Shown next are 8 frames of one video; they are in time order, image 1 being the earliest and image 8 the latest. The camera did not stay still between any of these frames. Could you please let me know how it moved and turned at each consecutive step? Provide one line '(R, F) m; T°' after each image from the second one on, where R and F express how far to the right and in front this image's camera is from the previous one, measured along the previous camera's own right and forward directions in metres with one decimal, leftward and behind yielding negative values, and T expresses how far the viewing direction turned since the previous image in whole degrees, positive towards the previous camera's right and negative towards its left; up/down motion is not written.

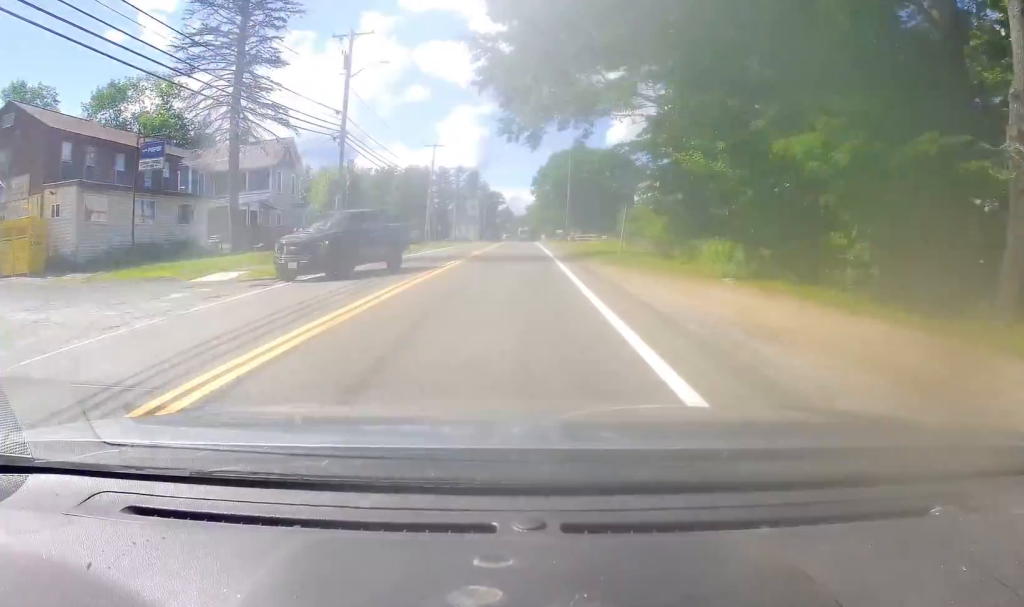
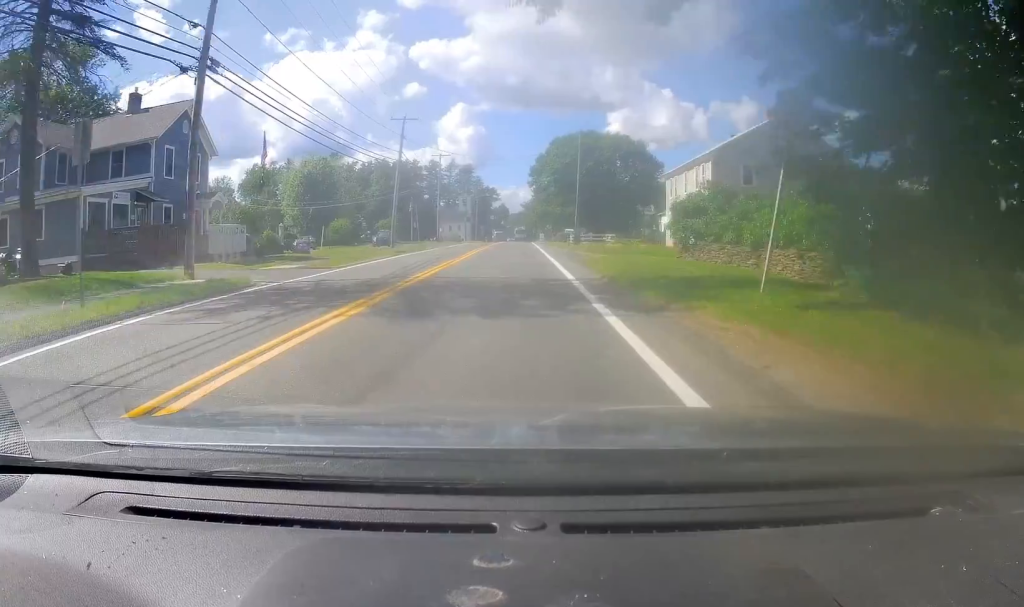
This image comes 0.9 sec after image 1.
(+0.1, +16.9) m; +1°
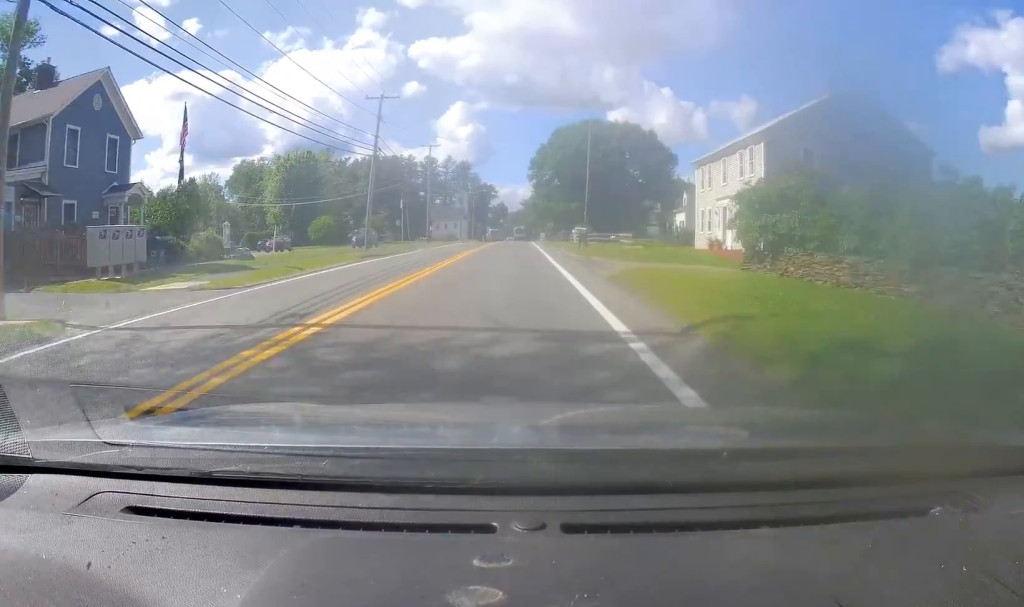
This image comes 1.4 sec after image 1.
(+0.2, +9.0) m; +1°
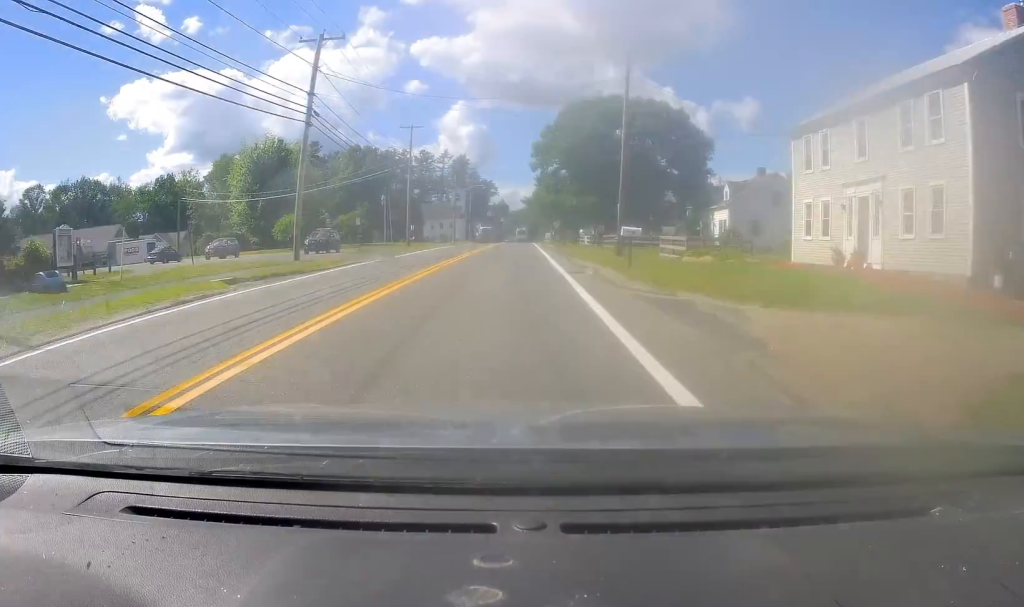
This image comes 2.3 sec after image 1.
(-0.2, +15.6) m; -2°
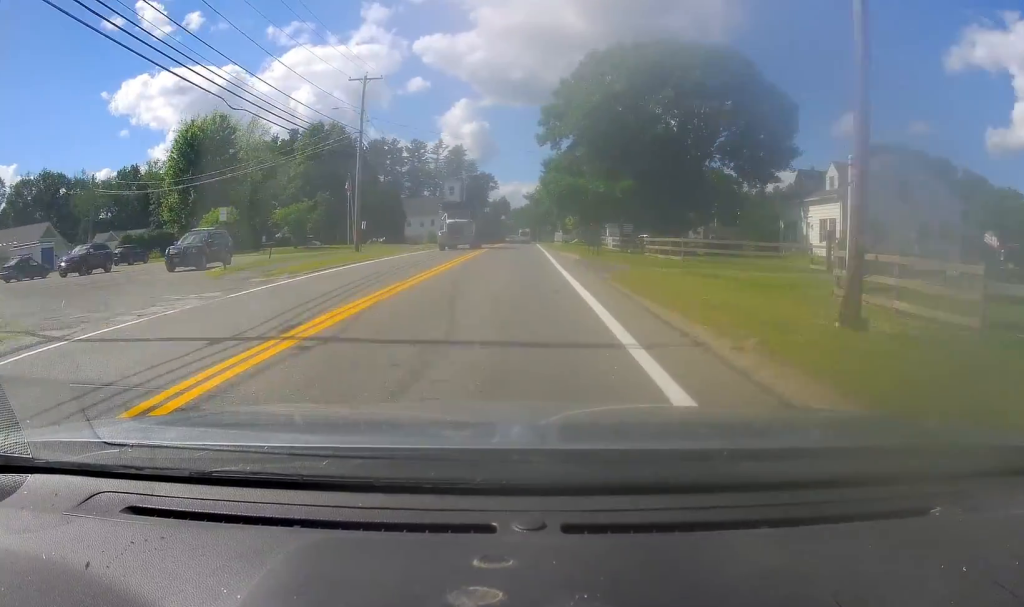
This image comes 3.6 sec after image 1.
(-0.5, +22.2) m; +1°
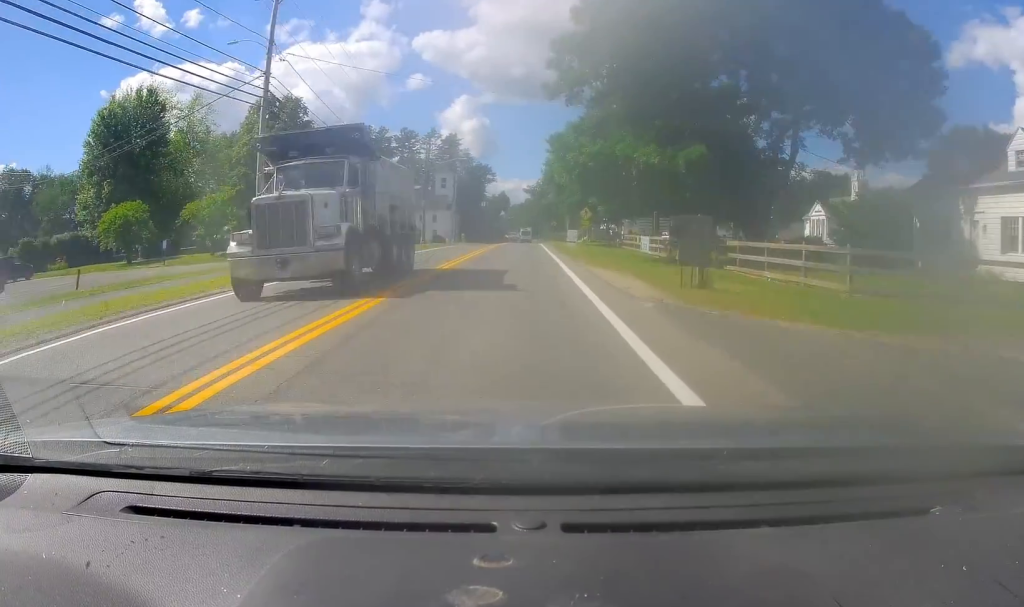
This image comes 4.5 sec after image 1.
(+0.6, +16.7) m; +1°
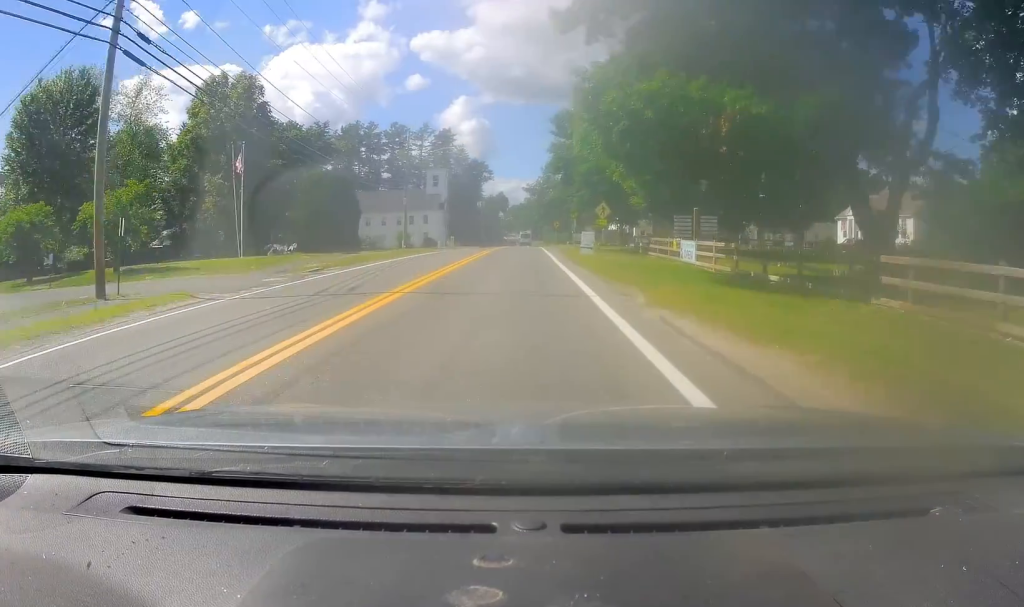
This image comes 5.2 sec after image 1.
(-0.2, +11.6) m; -1°
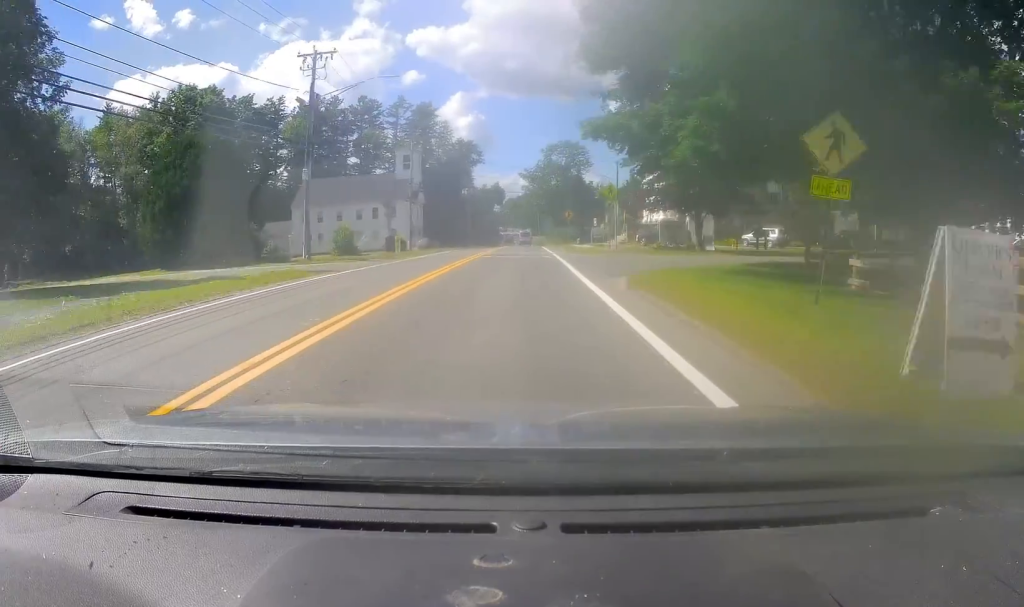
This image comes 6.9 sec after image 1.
(0.0, +30.6) m; 0°
